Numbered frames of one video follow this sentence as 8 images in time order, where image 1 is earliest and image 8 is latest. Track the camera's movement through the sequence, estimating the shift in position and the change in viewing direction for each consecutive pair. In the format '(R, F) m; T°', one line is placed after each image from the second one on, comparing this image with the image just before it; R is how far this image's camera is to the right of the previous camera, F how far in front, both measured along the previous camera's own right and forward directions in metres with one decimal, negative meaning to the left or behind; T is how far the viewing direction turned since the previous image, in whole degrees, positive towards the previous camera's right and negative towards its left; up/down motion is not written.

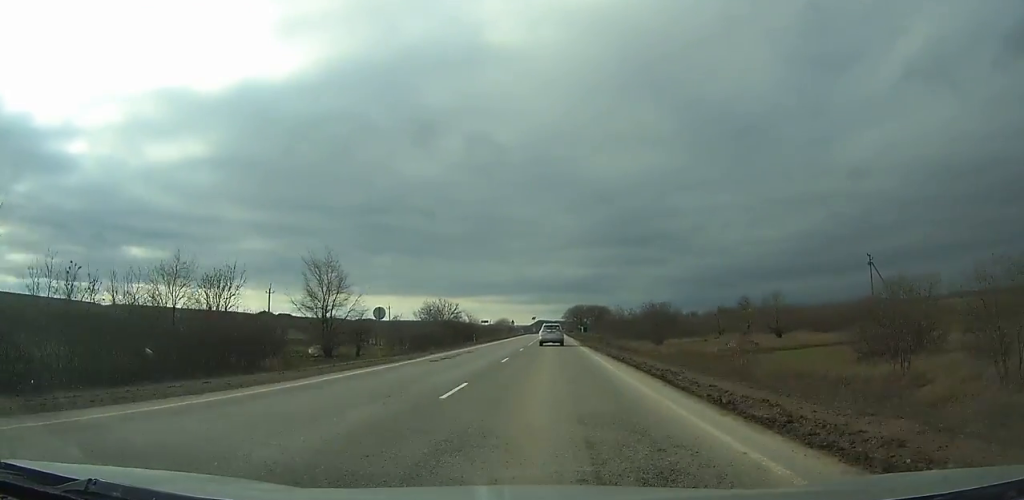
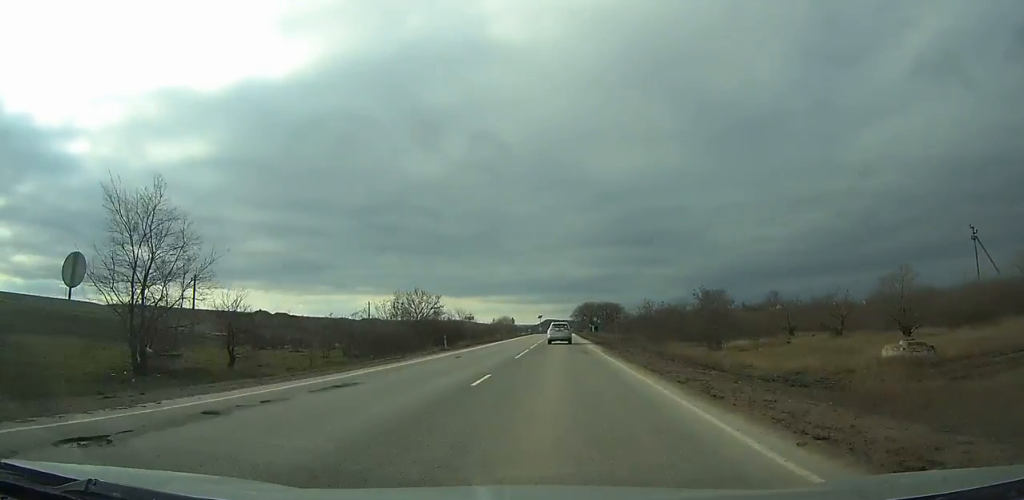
(0.0, +21.6) m; 0°
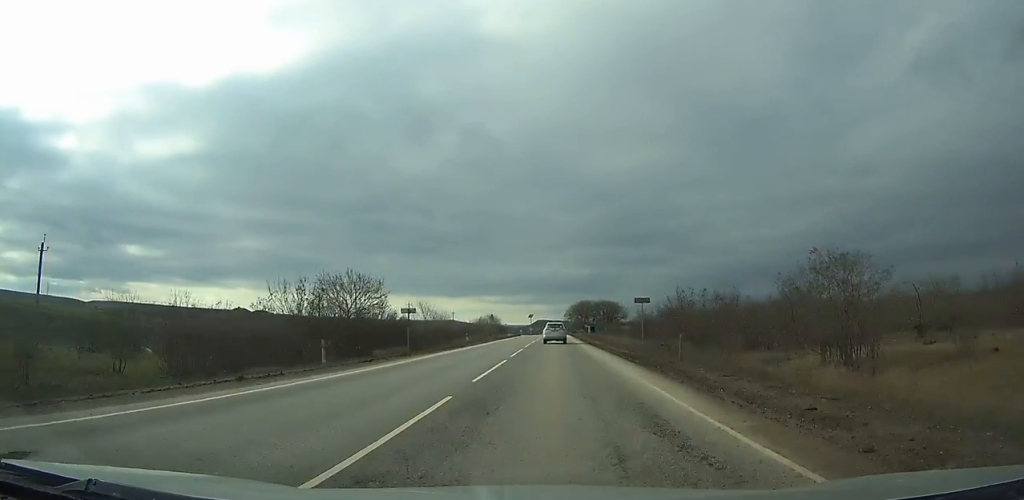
(0.0, +23.1) m; 0°
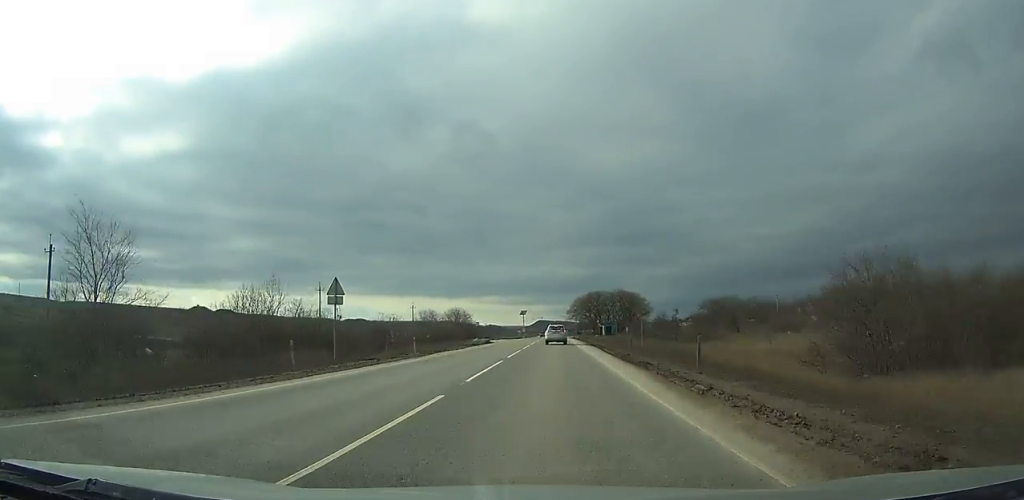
(+0.2, +59.2) m; 0°
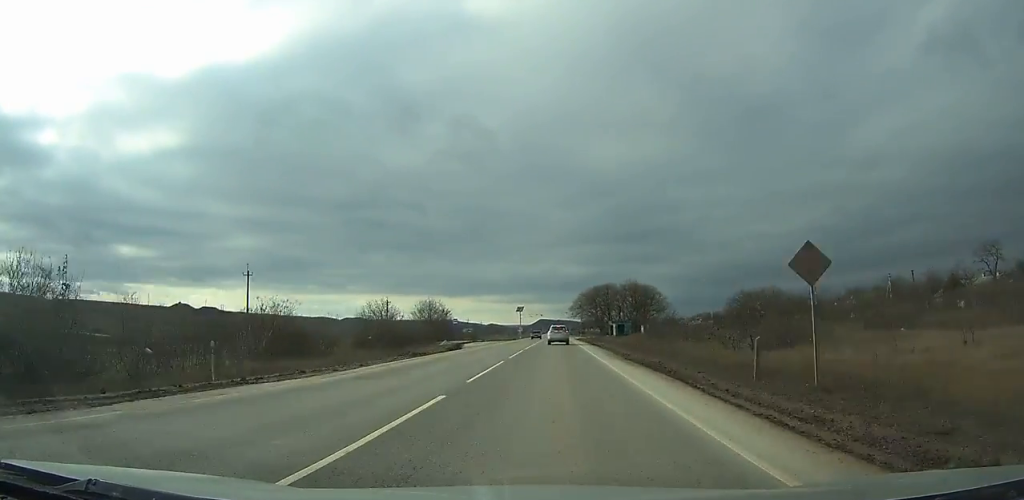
(0.0, +24.0) m; 0°
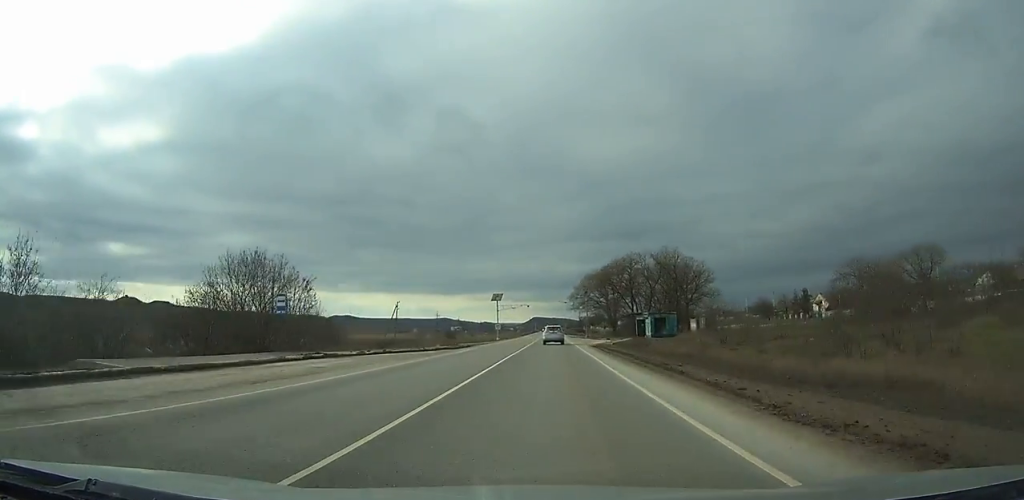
(+0.2, +50.7) m; 0°
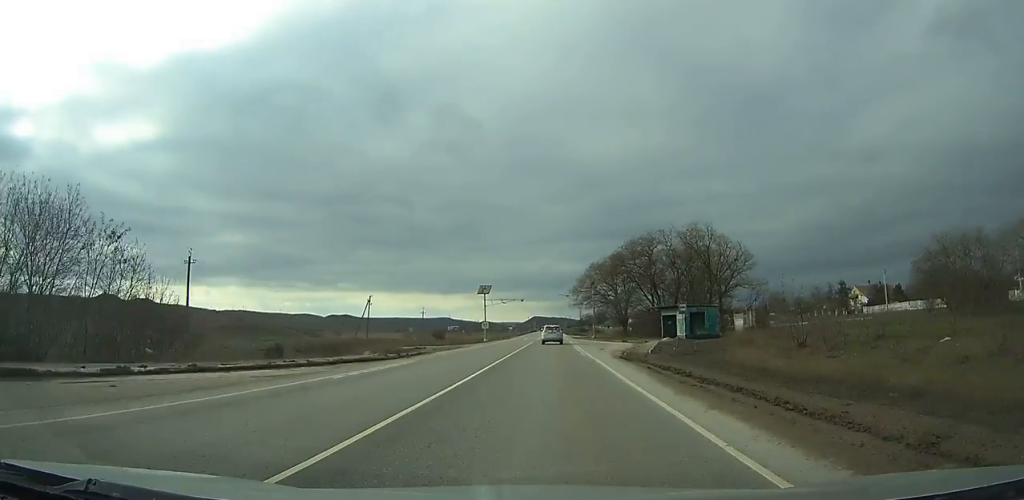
(0.0, +19.3) m; 0°
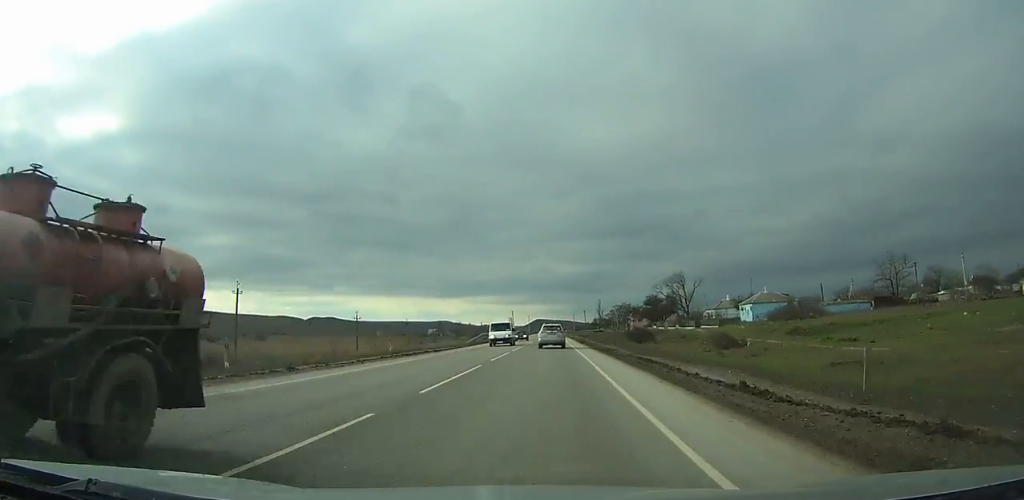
(-1.2, +145.5) m; -1°
